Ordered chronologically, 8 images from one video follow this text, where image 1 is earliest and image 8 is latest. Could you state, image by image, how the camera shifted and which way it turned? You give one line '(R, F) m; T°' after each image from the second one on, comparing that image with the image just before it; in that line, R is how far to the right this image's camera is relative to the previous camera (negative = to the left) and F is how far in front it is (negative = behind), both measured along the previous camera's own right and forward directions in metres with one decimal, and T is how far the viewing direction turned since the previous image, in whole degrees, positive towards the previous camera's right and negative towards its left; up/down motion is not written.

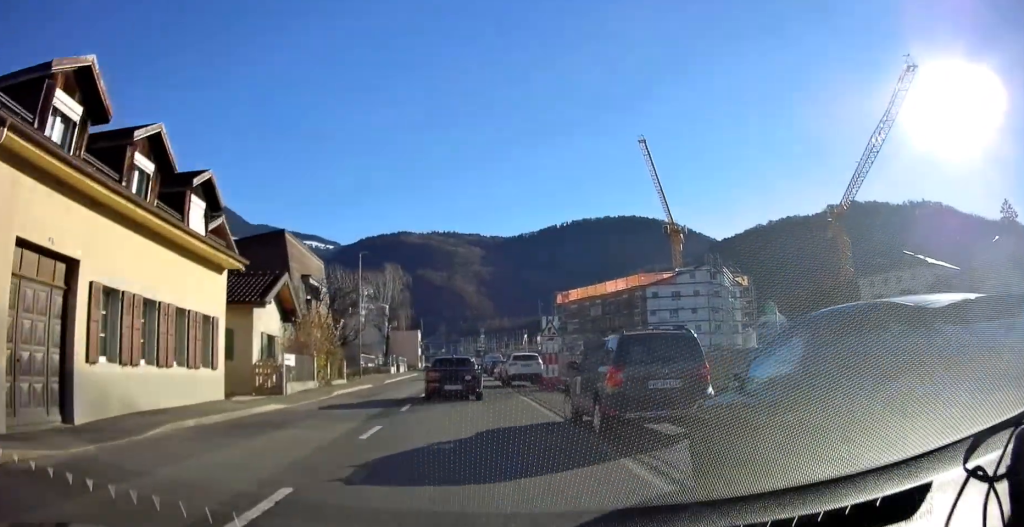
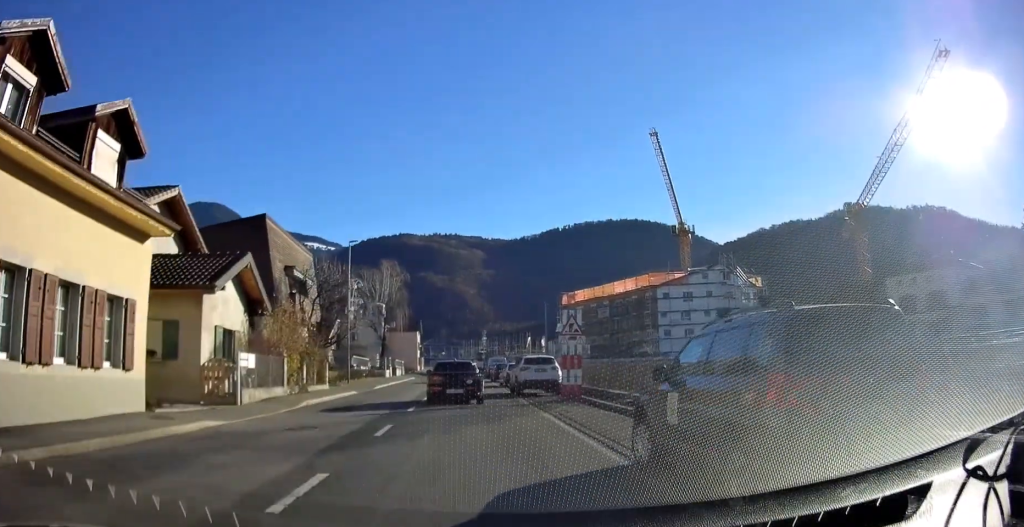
(+0.1, +4.8) m; -1°
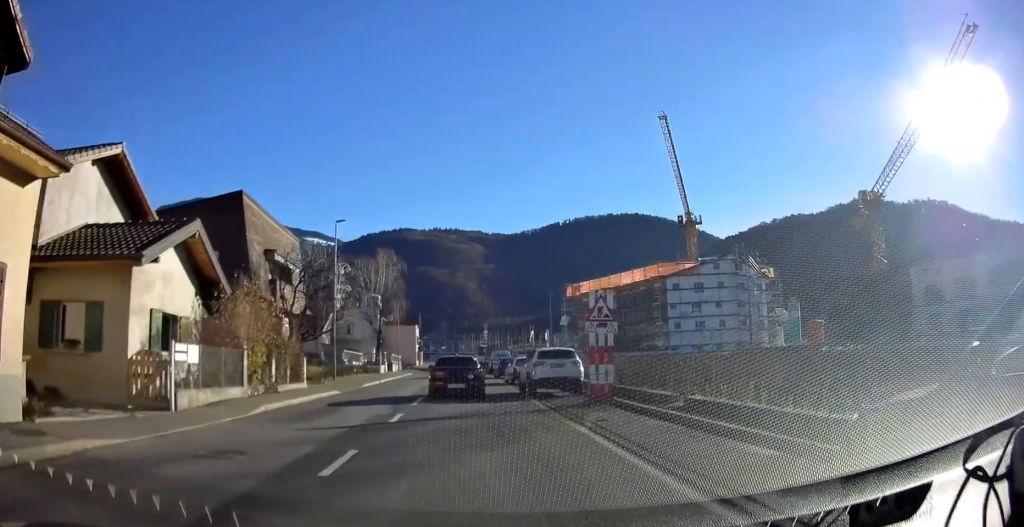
(-0.1, +4.2) m; 0°
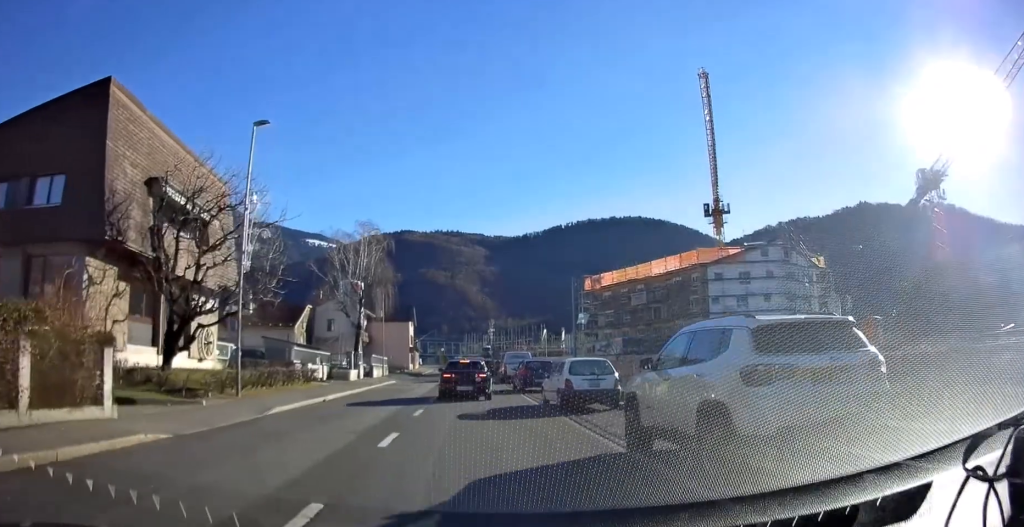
(+0.3, +15.5) m; +2°
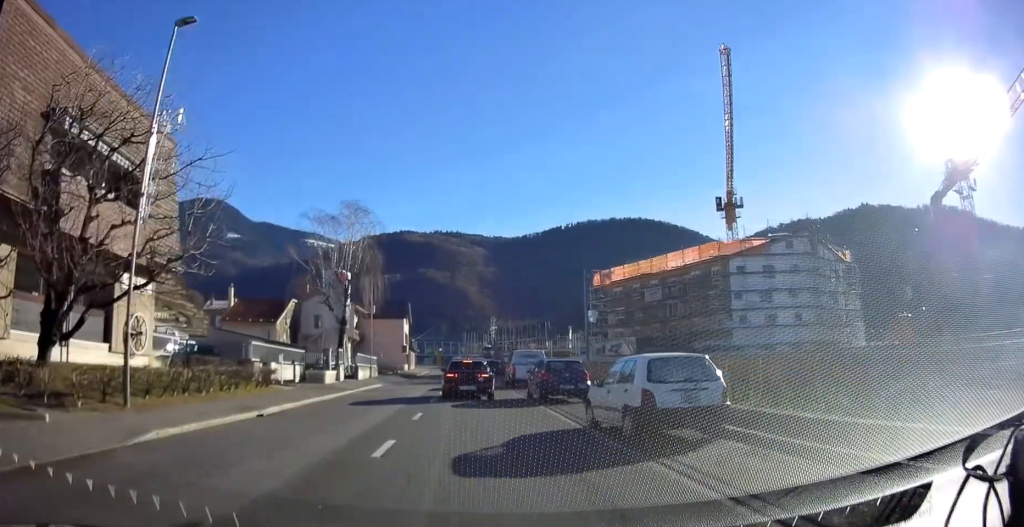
(-0.1, +6.3) m; -1°
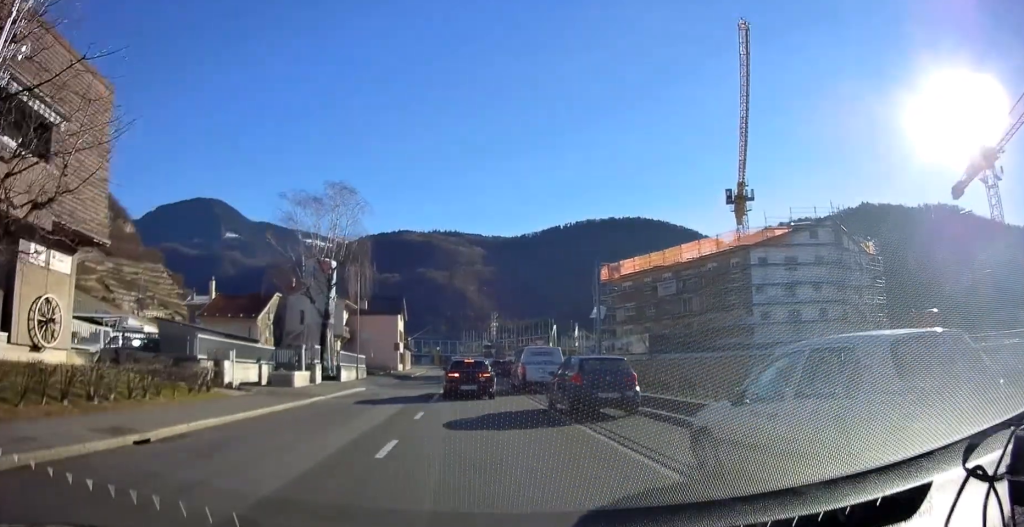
(-0.1, +5.9) m; -1°
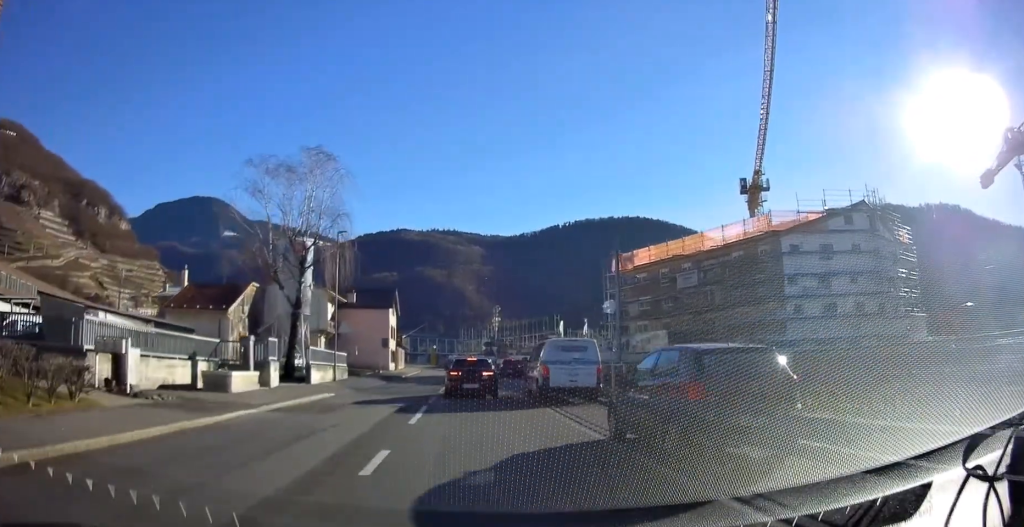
(0.0, +7.4) m; 0°
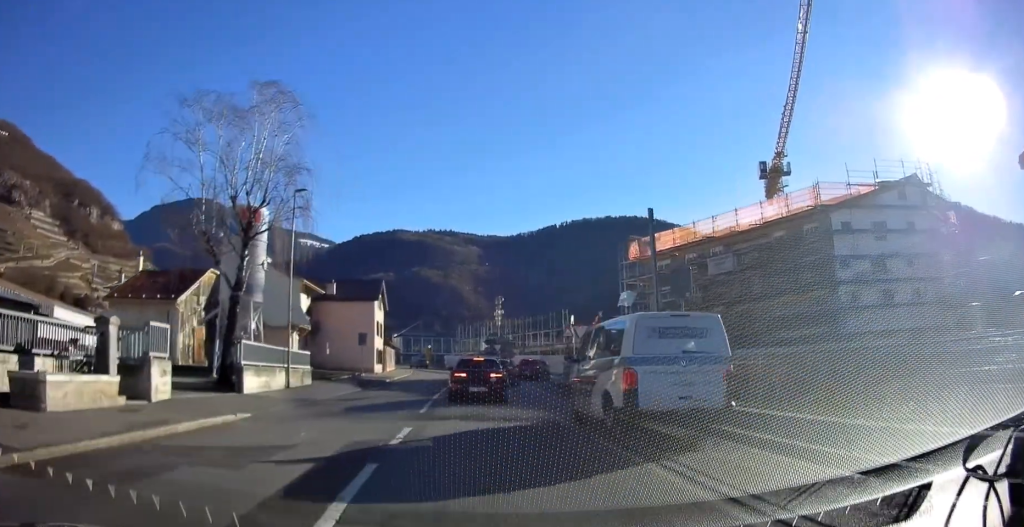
(0.0, +9.2) m; +1°
